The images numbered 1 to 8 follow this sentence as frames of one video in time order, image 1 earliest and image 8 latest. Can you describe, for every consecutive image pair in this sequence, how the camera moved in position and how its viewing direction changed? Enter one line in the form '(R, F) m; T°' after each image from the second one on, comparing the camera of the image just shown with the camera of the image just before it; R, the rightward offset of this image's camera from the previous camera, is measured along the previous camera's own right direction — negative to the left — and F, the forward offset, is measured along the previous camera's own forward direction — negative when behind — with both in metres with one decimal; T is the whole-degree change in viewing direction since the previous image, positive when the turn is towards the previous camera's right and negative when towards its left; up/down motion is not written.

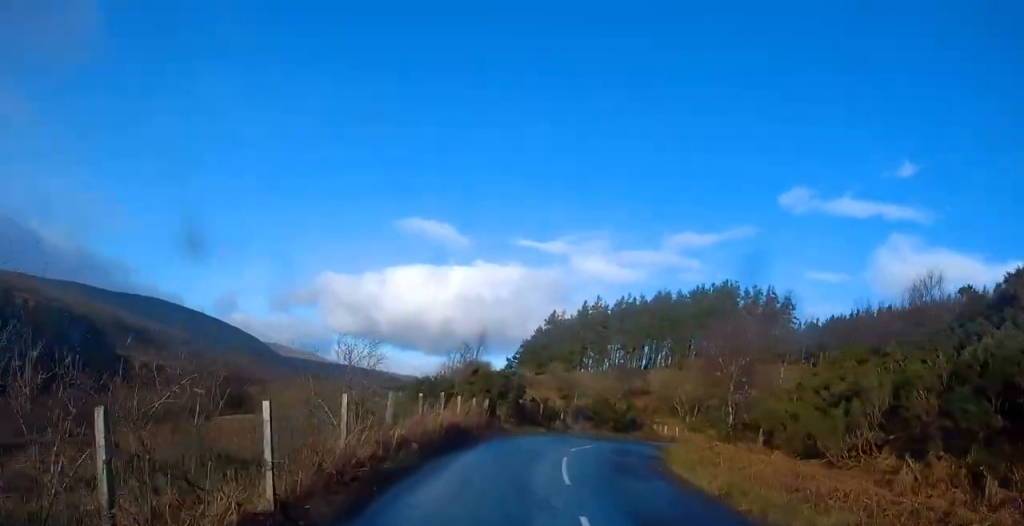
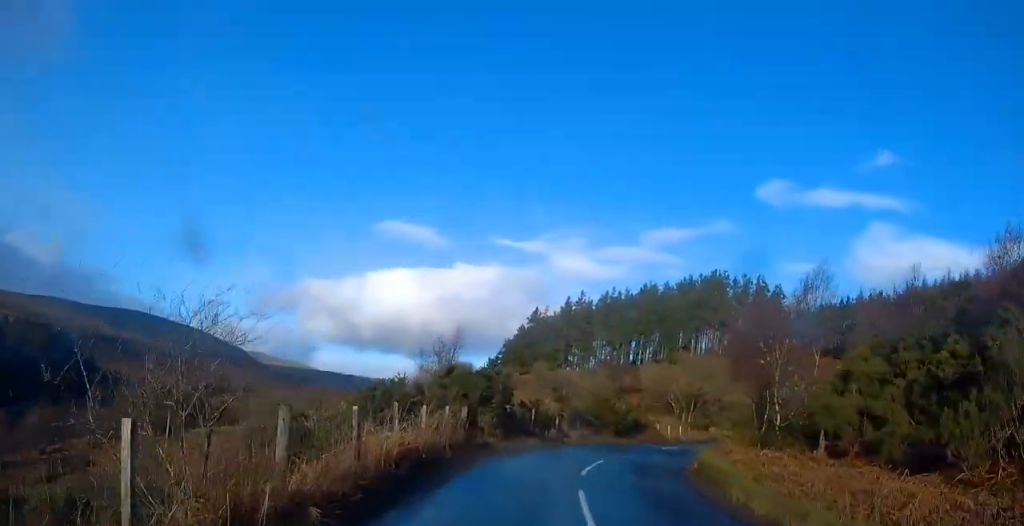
(+0.2, +5.5) m; +3°
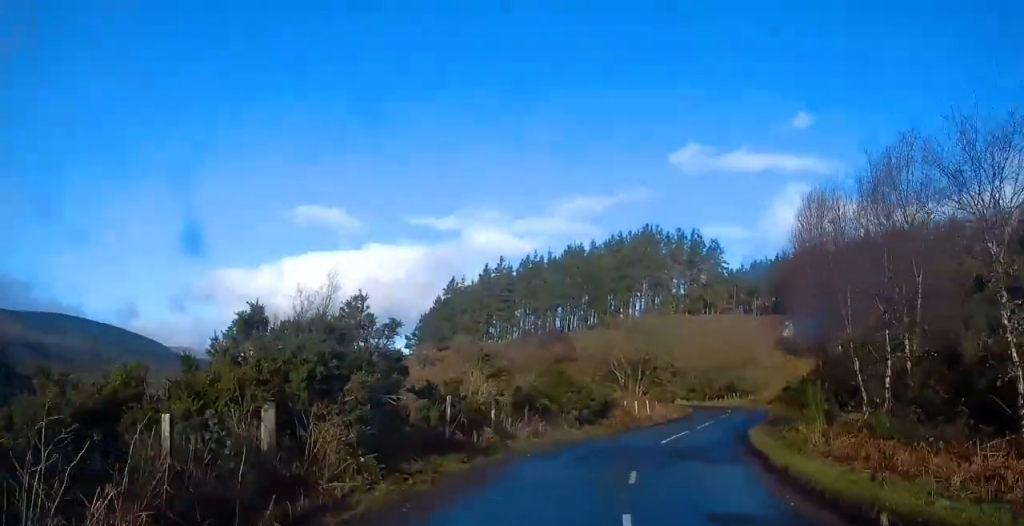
(+0.7, +12.4) m; +7°
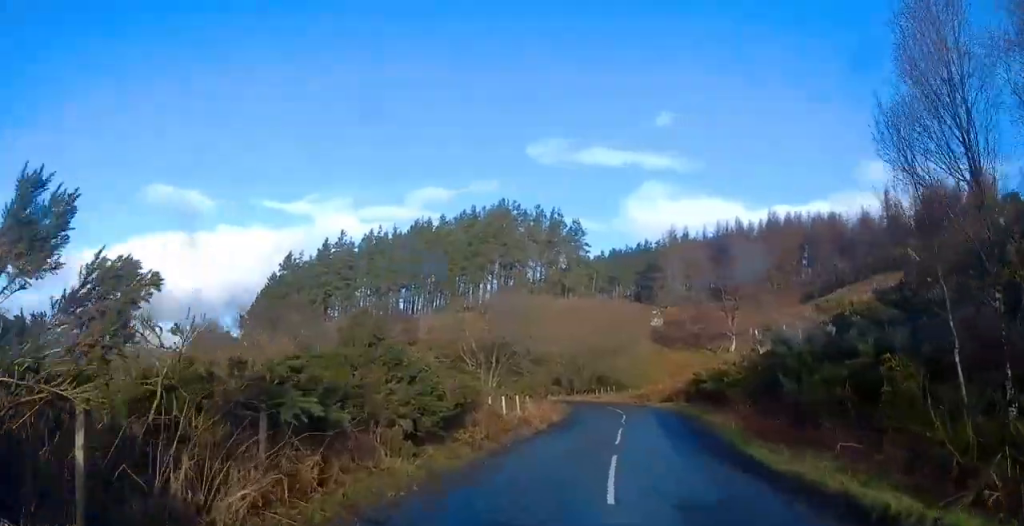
(+0.9, +12.0) m; +10°
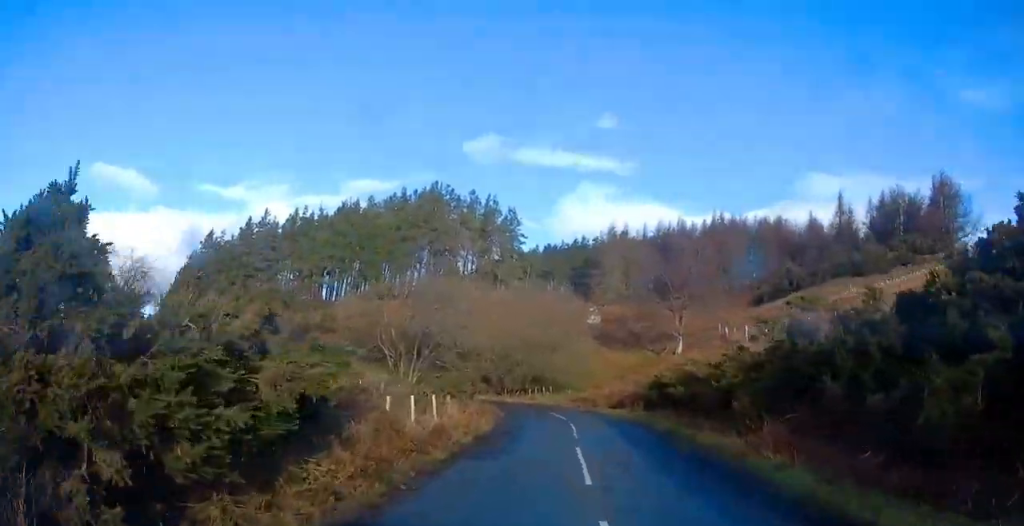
(+0.5, +6.9) m; +6°
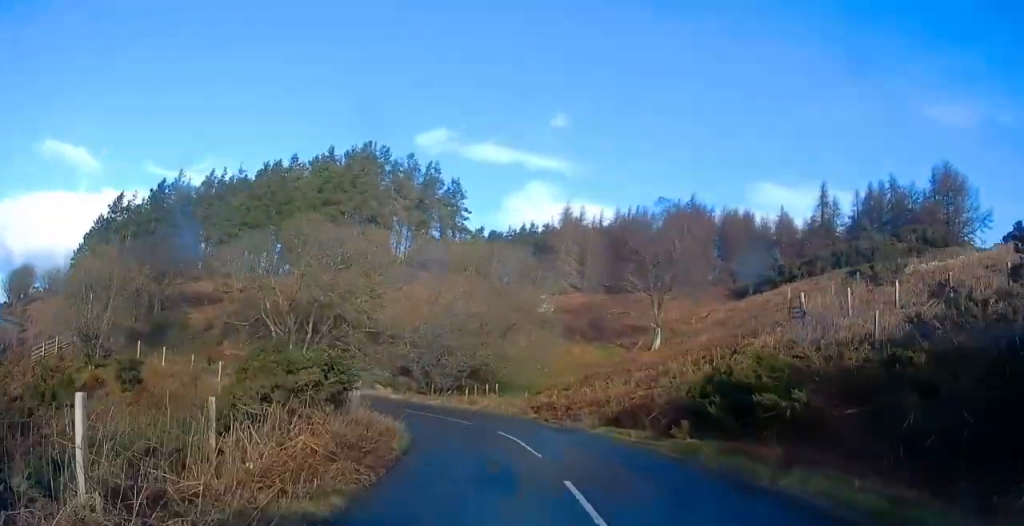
(+1.3, +14.8) m; +6°
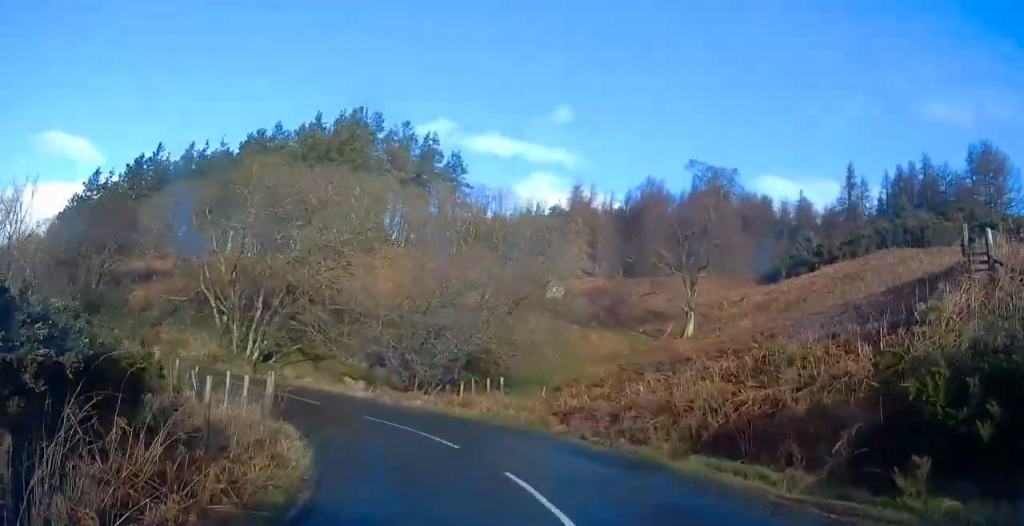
(0.0, +8.9) m; -1°
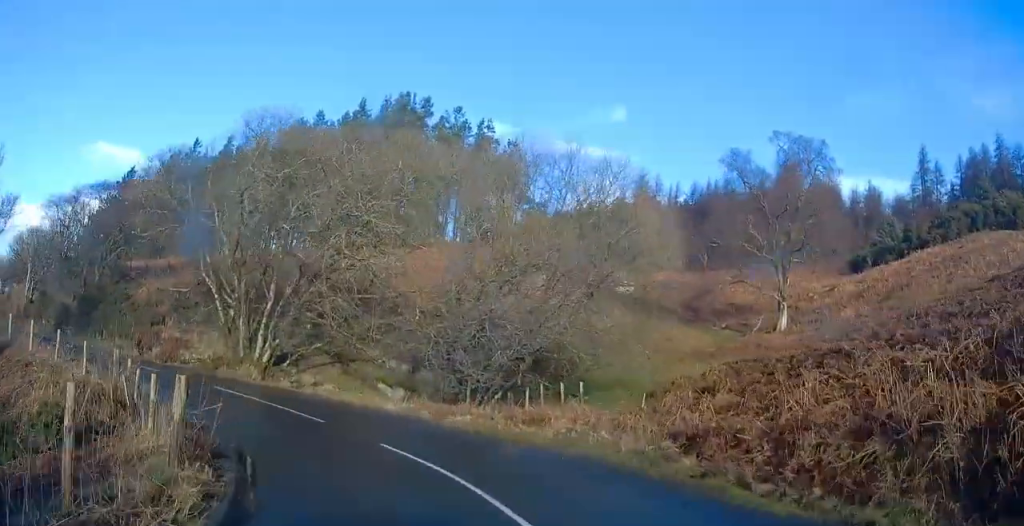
(-0.1, +6.4) m; -5°
